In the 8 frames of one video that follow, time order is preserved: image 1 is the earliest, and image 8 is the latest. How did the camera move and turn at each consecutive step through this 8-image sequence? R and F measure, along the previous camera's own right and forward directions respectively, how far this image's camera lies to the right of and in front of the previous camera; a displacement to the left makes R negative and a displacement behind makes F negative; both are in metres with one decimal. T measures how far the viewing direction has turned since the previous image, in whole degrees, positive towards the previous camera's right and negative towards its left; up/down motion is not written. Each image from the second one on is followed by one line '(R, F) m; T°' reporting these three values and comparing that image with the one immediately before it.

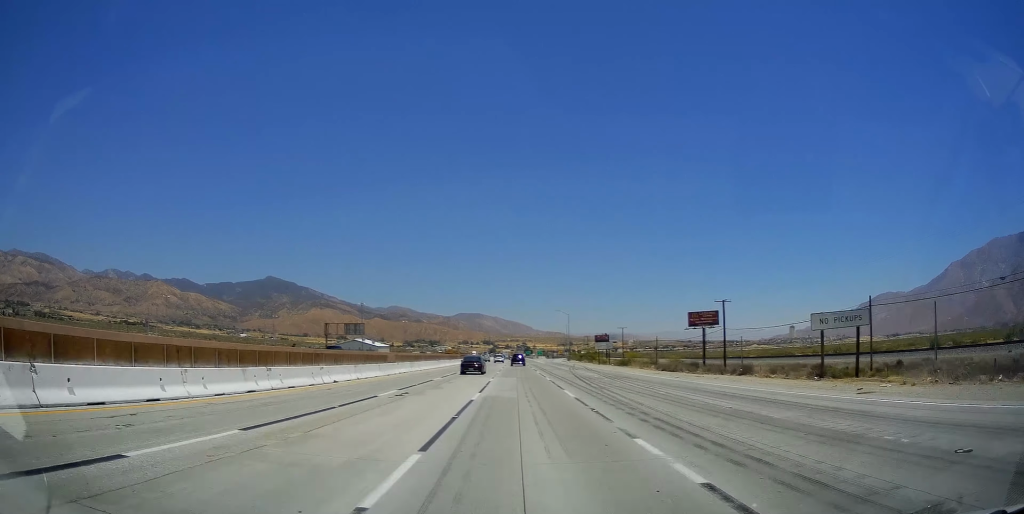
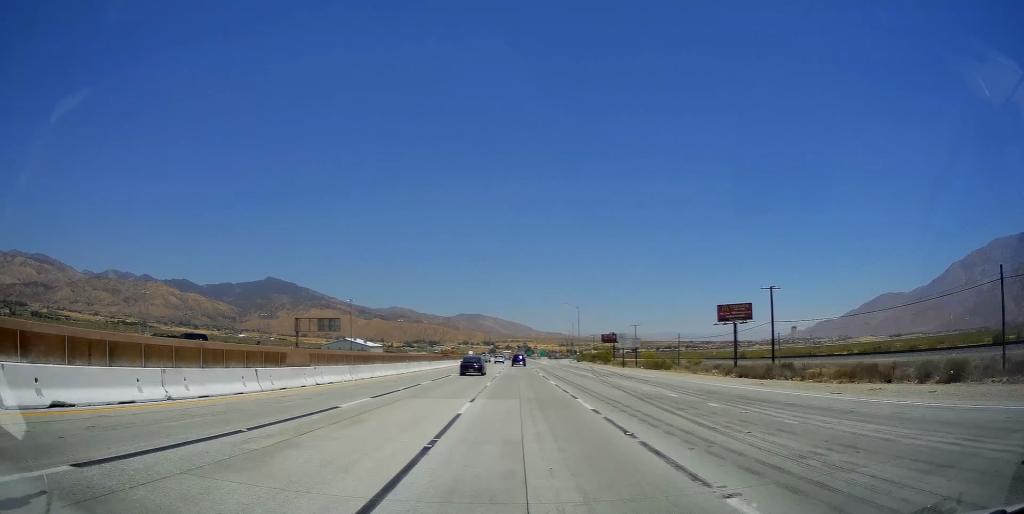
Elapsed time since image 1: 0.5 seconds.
(+0.2, +18.4) m; 0°
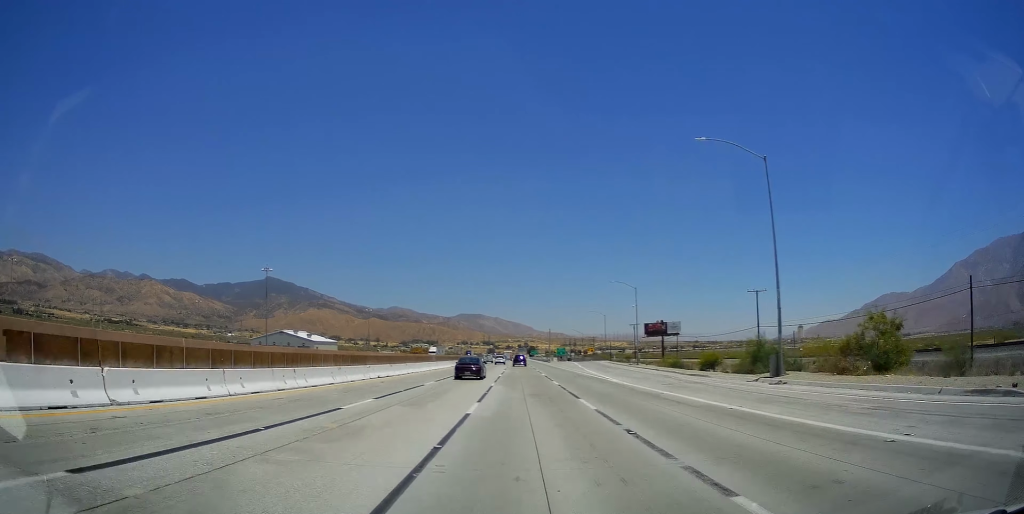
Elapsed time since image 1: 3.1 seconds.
(-1.0, +86.6) m; 0°
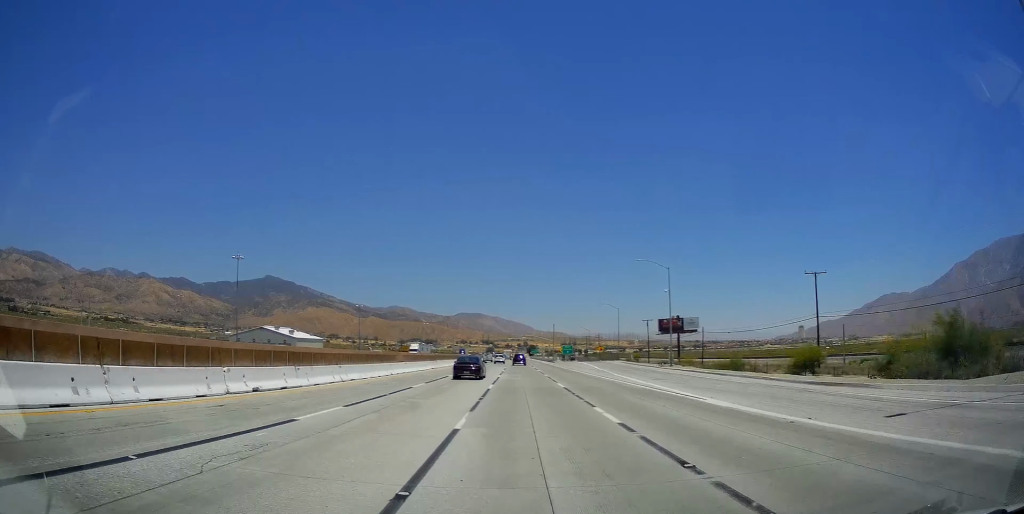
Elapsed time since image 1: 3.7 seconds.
(+0.1, +19.4) m; 0°
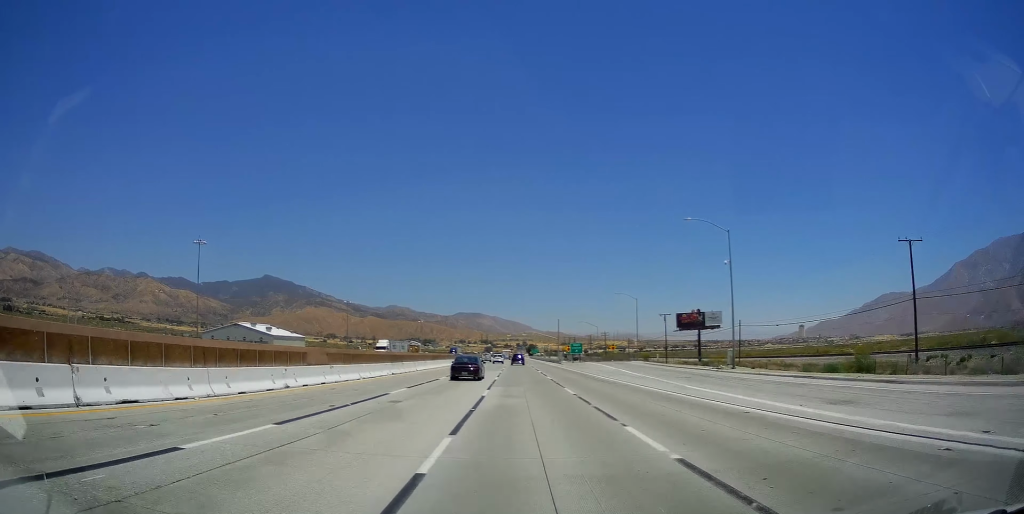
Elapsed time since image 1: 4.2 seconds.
(+0.1, +19.5) m; 0°
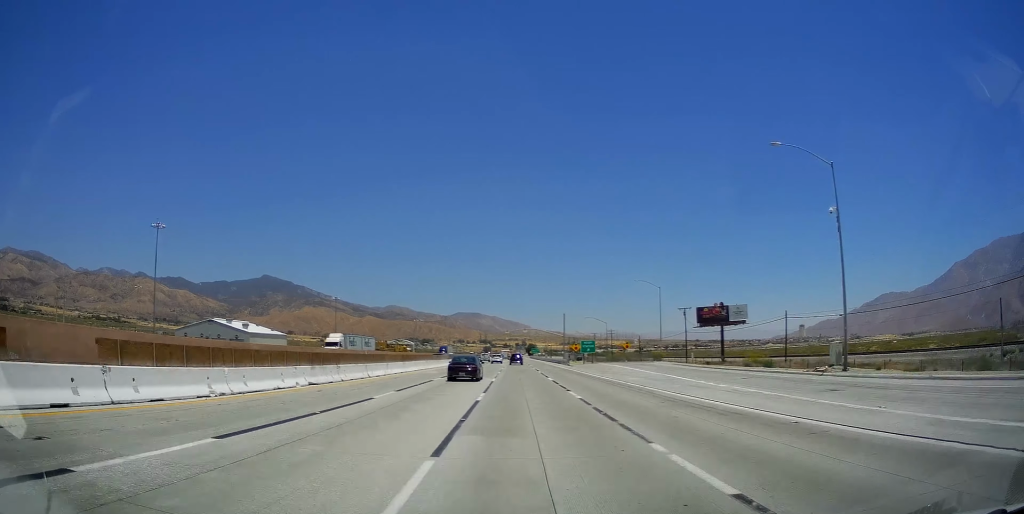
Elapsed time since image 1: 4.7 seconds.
(0.0, +17.3) m; 0°
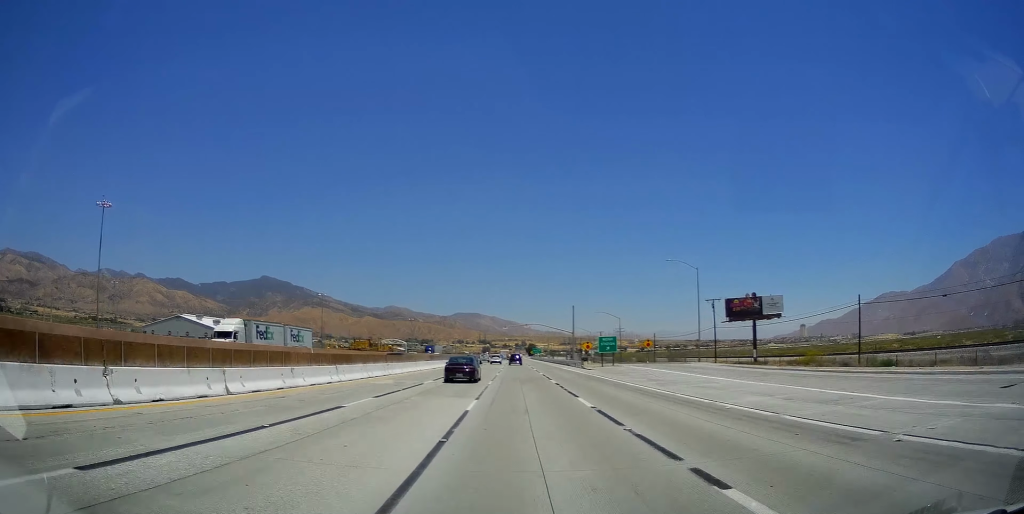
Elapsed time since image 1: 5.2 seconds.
(-0.2, +18.1) m; 0°
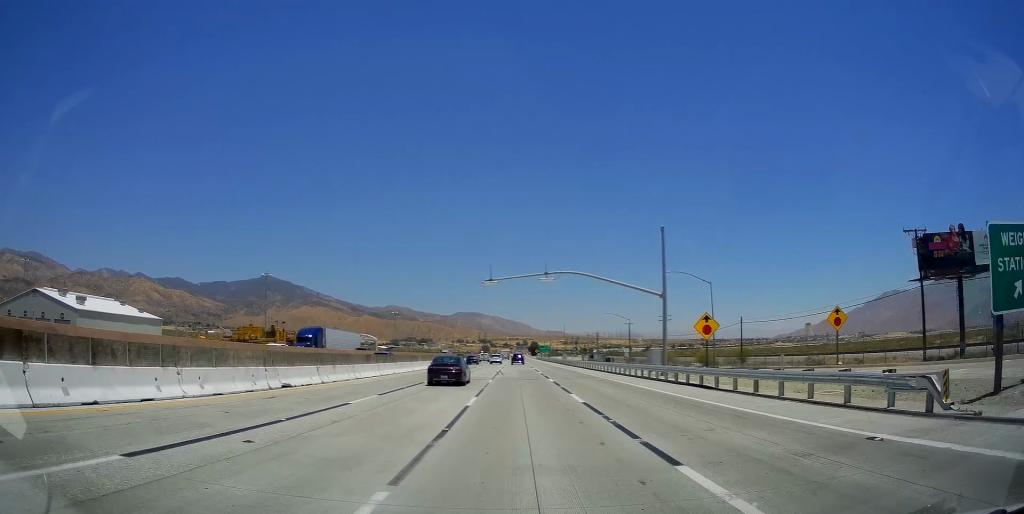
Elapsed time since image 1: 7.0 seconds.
(+0.4, +56.2) m; +1°
